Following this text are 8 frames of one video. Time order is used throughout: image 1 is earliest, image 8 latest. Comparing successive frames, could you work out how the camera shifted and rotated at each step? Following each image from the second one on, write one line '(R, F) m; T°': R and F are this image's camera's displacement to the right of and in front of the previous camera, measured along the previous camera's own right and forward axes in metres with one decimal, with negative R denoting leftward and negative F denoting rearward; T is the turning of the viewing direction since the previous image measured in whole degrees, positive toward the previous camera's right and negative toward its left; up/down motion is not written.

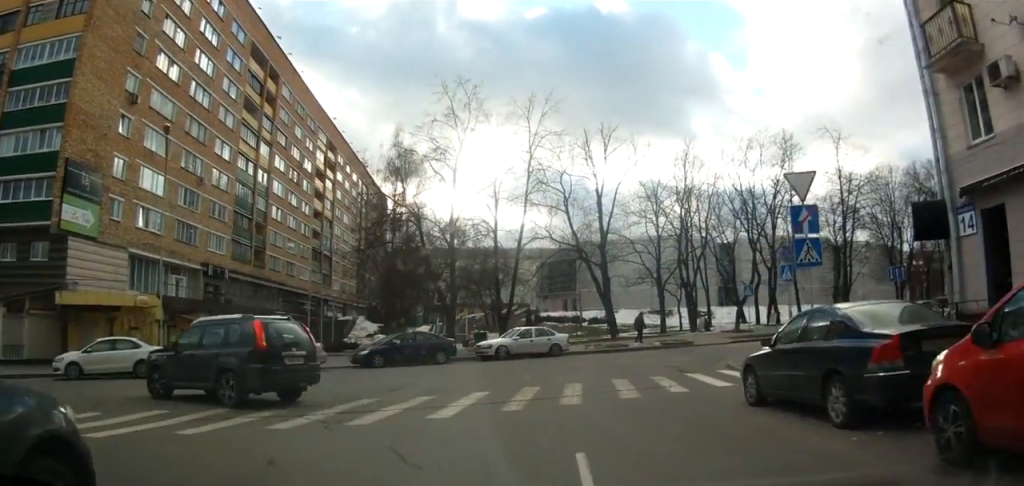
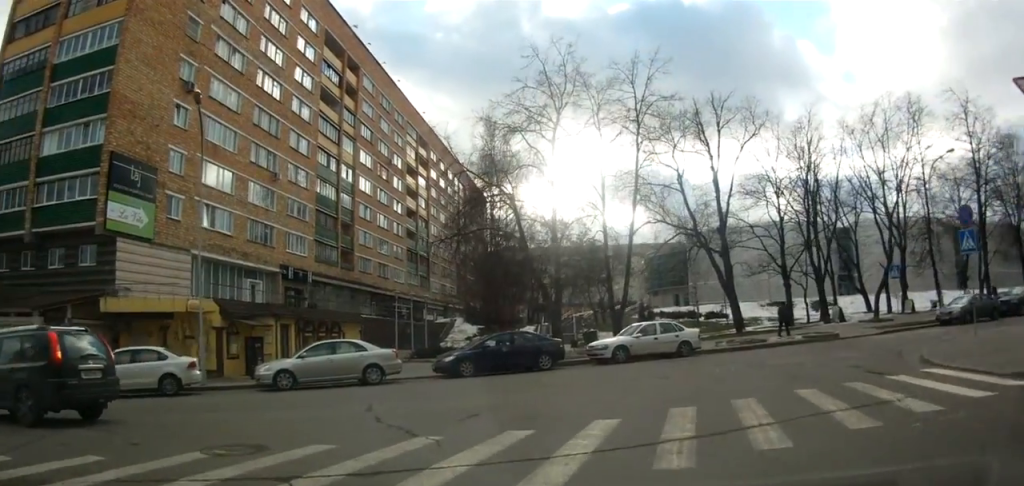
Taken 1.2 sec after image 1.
(-0.4, +6.2) m; -16°
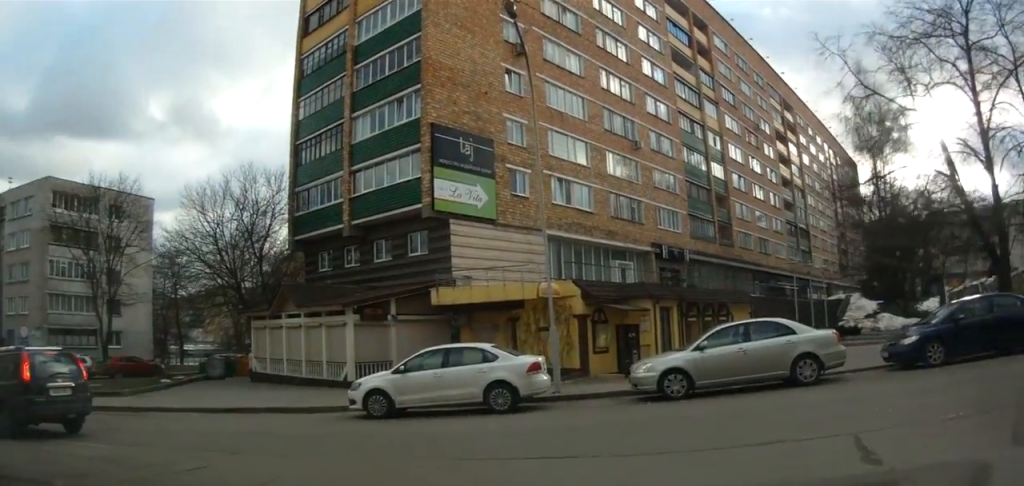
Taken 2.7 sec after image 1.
(-1.7, +7.2) m; -19°
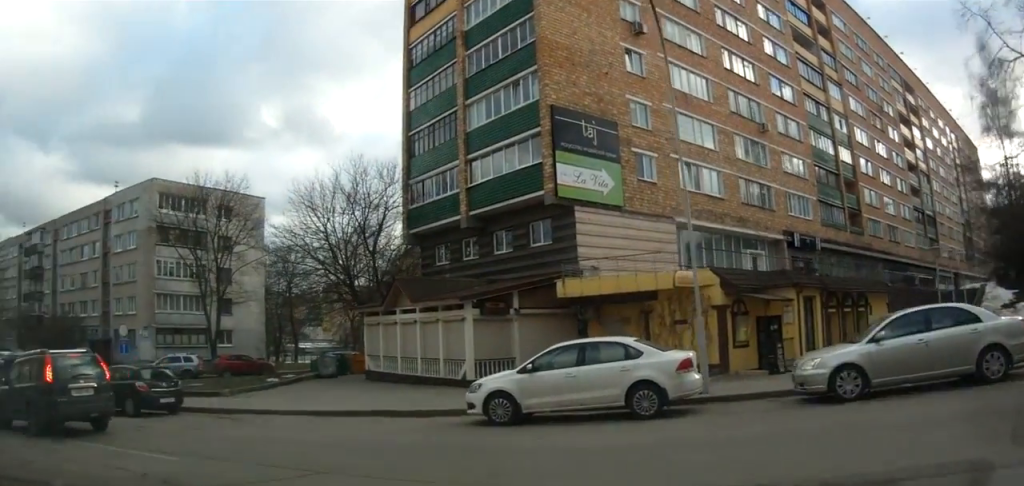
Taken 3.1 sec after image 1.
(+0.1, +2.0) m; -4°
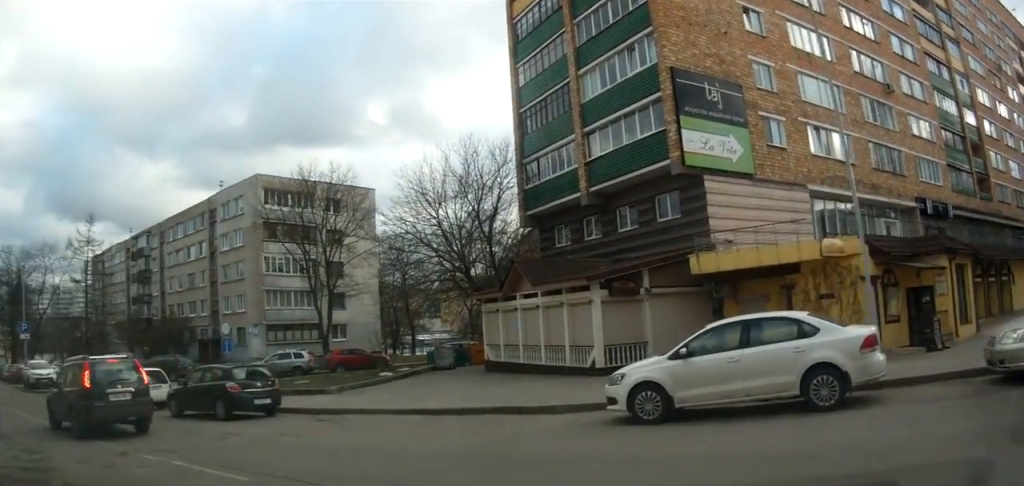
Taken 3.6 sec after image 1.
(+0.3, +2.0) m; -4°
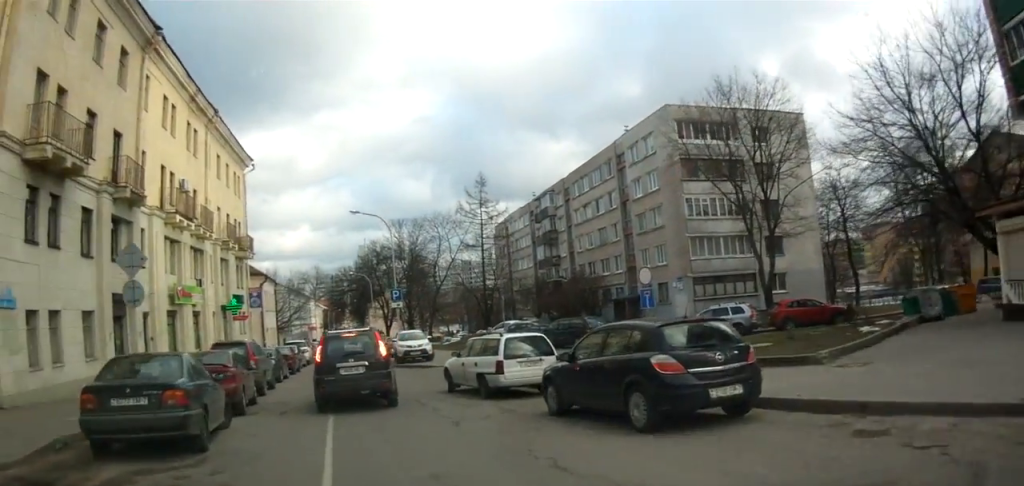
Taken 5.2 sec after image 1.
(-2.7, +5.8) m; -38°
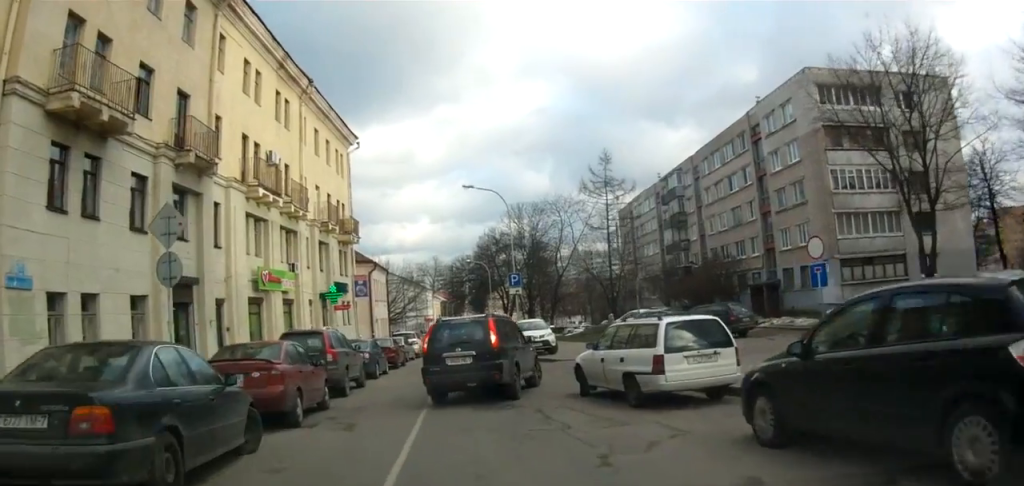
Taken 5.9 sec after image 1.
(-0.3, +2.8) m; -5°
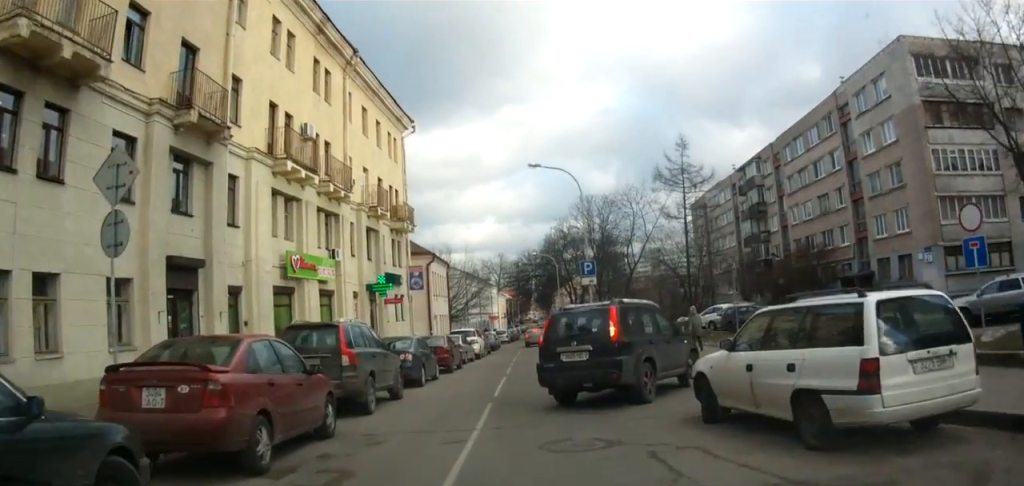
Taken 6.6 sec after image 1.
(+0.1, +3.1) m; +1°
